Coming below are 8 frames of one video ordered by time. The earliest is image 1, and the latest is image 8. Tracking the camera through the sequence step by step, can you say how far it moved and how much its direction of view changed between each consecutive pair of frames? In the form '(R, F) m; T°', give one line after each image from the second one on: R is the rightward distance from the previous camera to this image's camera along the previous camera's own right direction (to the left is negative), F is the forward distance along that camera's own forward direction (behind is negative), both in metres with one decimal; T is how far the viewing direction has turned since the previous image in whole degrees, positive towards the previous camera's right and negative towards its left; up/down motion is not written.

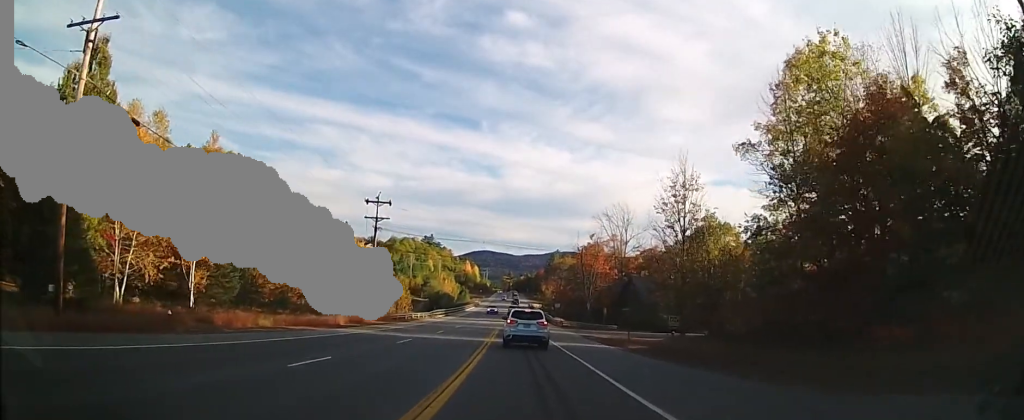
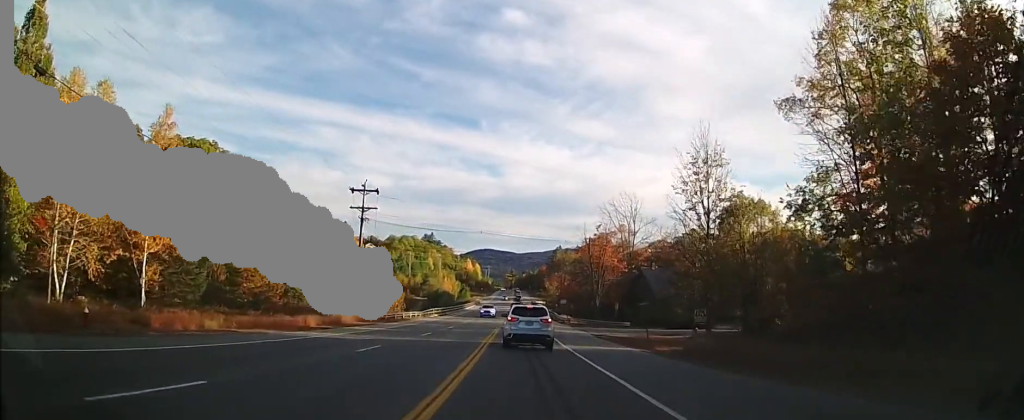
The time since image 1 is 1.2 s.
(0.0, +6.7) m; -1°
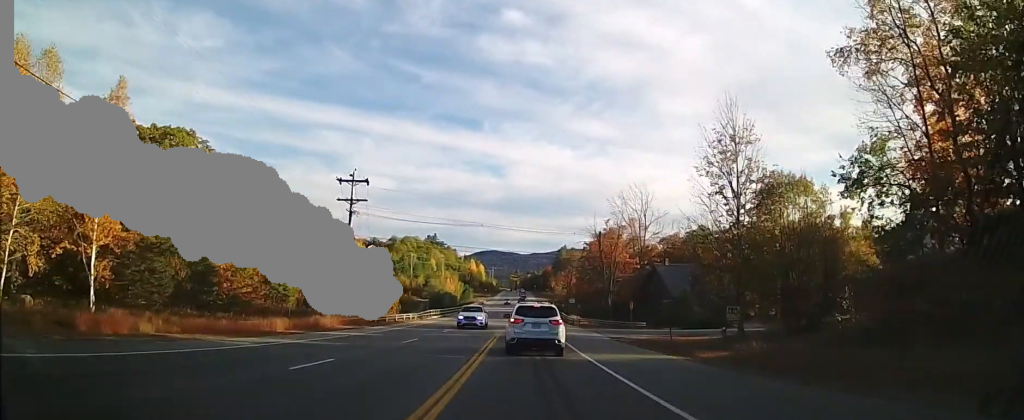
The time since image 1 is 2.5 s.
(-0.1, +6.2) m; -2°
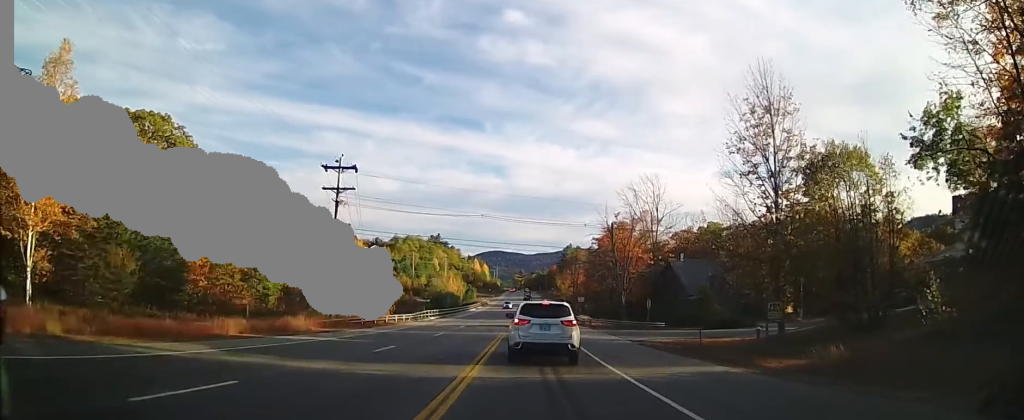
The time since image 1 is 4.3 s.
(-0.2, +6.1) m; -3°
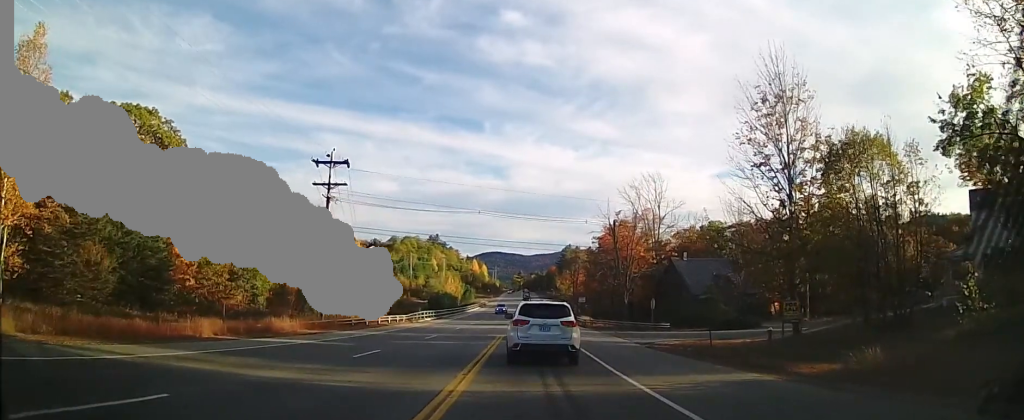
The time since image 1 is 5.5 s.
(+0.1, +2.4) m; +3°
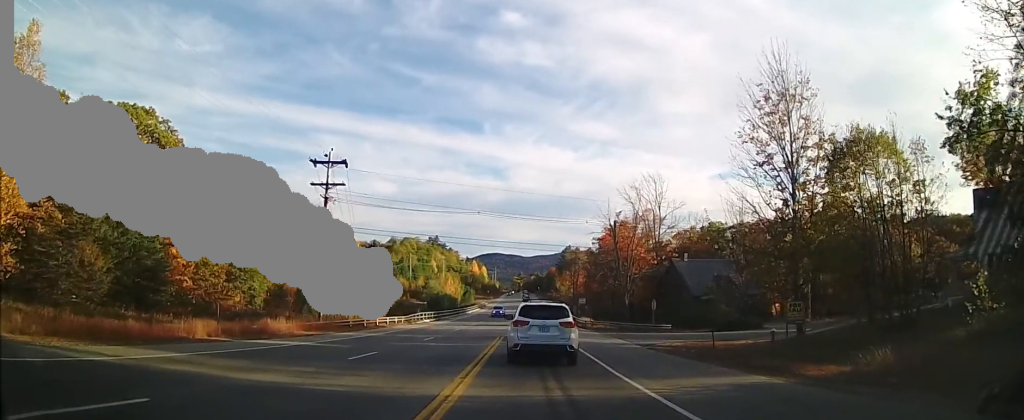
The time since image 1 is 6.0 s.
(+0.1, +0.6) m; 0°
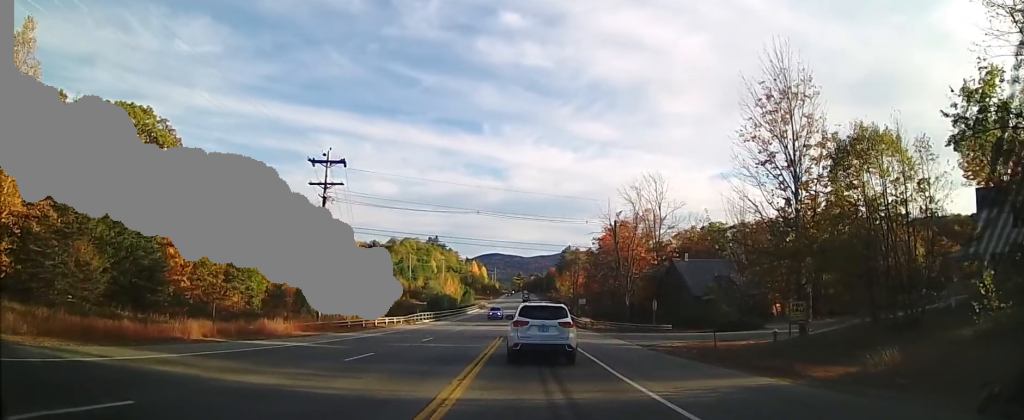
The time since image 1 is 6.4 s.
(0.0, +0.3) m; 0°
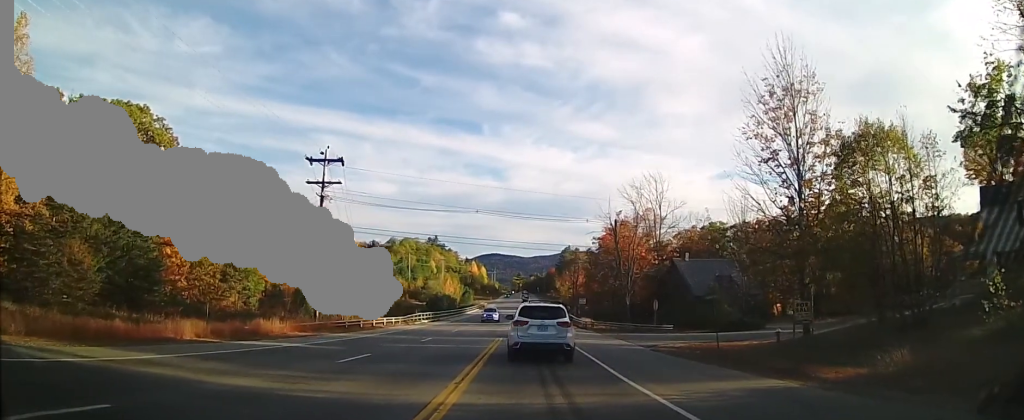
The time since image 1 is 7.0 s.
(+0.1, +0.3) m; 0°
